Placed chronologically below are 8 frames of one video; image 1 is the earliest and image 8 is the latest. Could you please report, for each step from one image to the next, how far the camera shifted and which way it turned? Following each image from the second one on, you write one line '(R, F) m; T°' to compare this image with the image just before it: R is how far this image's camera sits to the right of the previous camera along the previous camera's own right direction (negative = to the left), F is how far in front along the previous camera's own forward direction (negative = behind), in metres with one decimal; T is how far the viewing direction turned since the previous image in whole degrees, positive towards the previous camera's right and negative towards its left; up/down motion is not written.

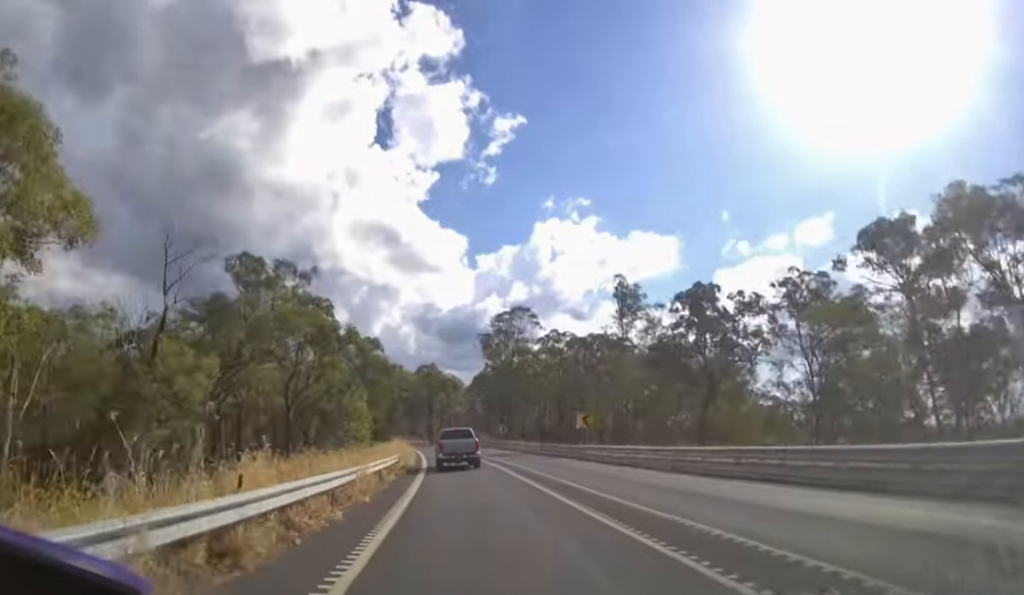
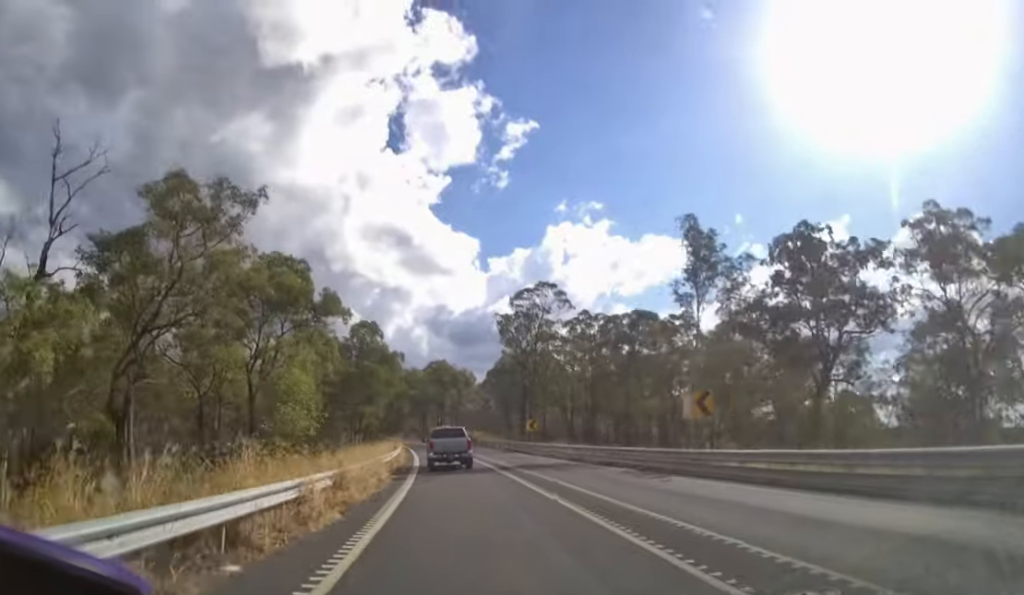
(-0.1, +11.5) m; -1°
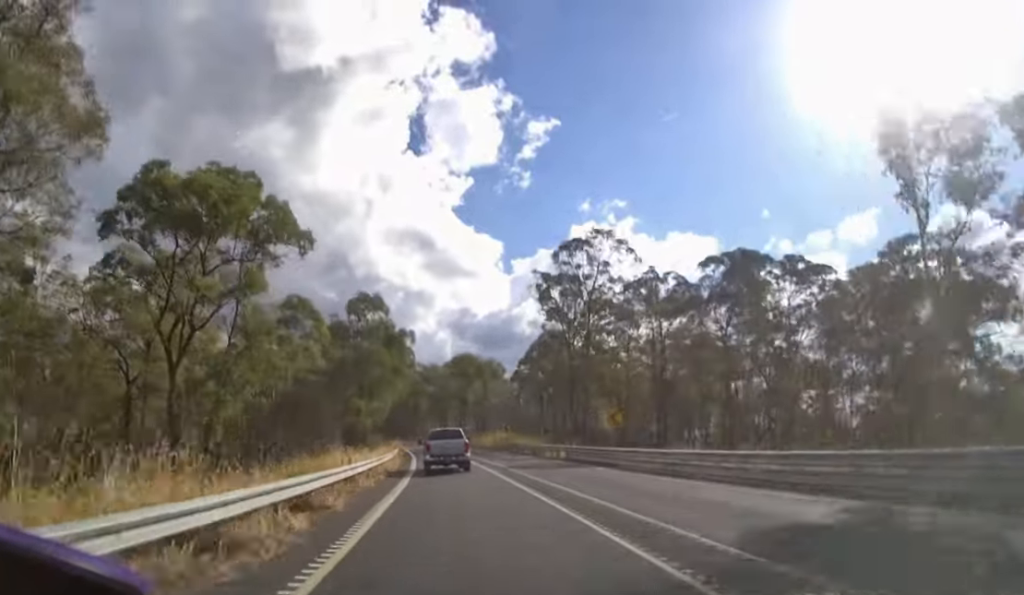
(-0.3, +16.5) m; -2°
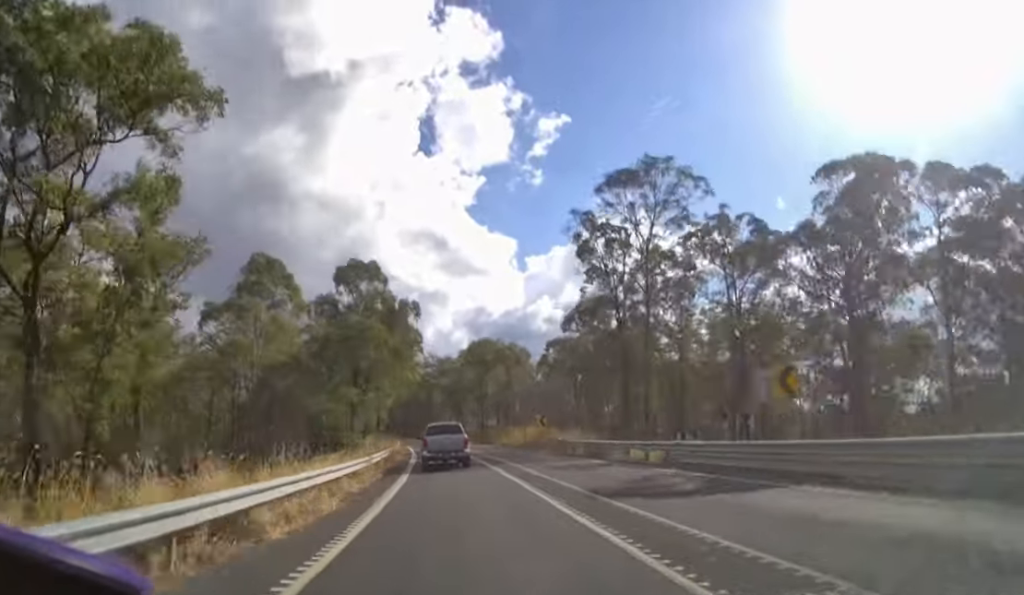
(0.0, +12.7) m; -2°
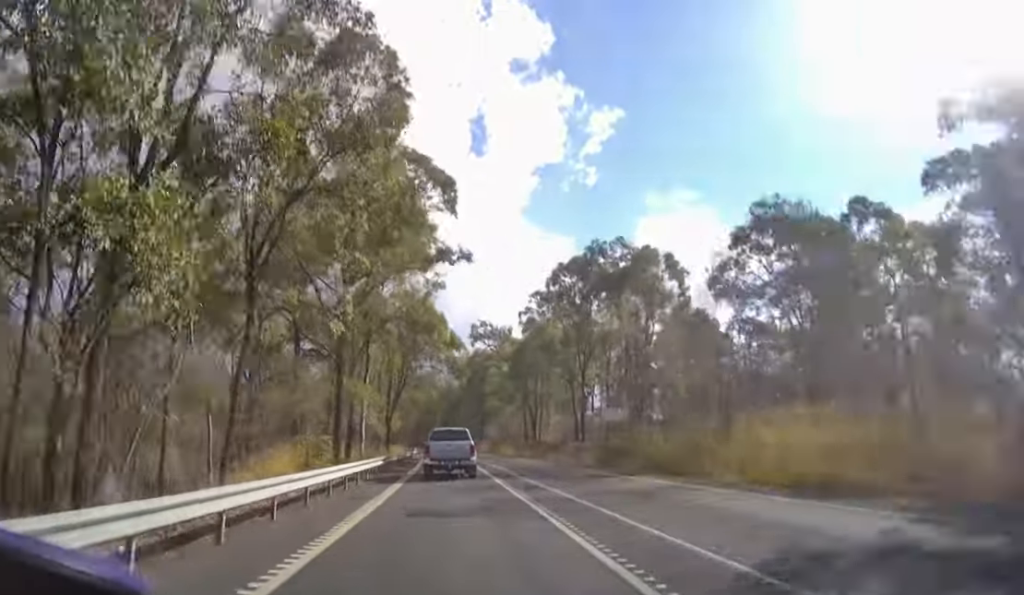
(-2.8, +43.8) m; -7°
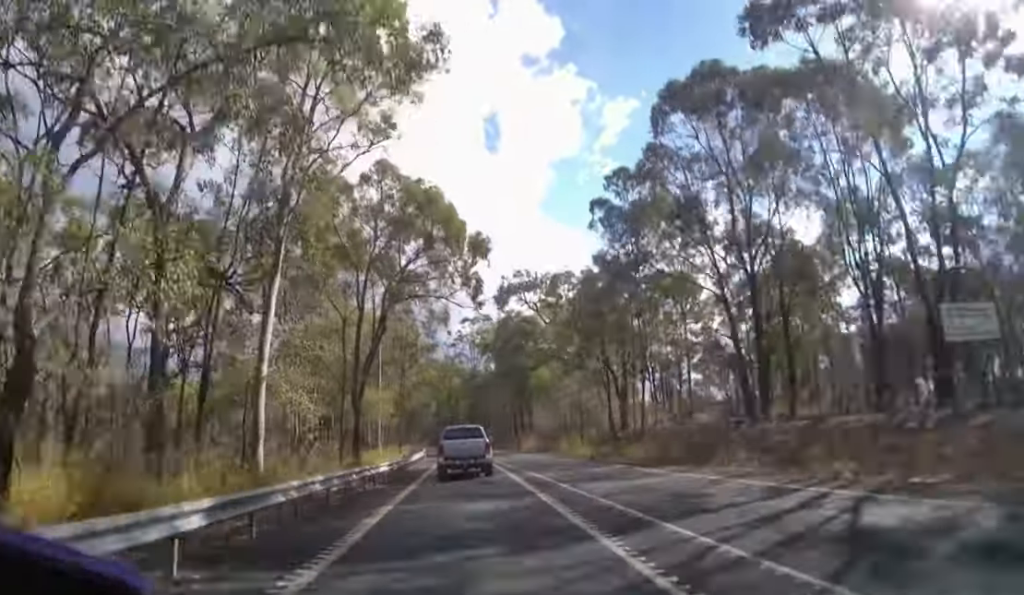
(-0.8, +28.6) m; -3°
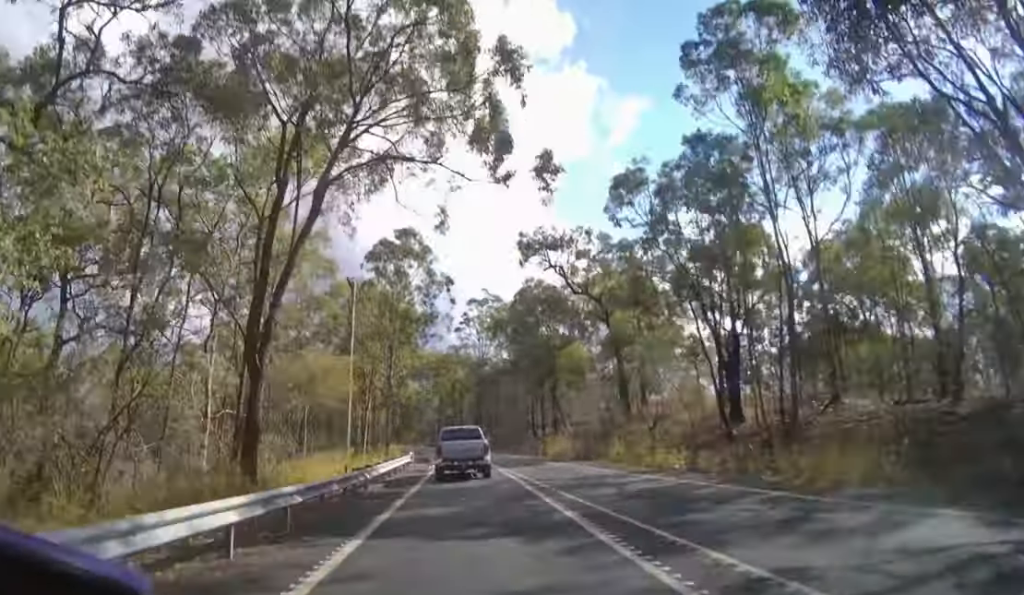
(-0.2, +13.5) m; -1°
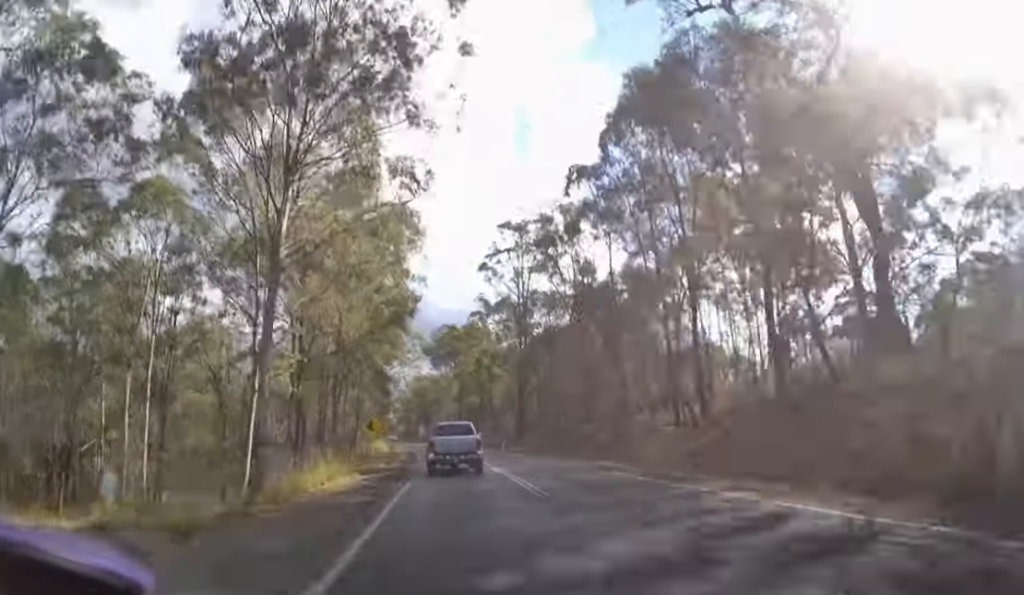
(-0.9, +32.9) m; -4°
